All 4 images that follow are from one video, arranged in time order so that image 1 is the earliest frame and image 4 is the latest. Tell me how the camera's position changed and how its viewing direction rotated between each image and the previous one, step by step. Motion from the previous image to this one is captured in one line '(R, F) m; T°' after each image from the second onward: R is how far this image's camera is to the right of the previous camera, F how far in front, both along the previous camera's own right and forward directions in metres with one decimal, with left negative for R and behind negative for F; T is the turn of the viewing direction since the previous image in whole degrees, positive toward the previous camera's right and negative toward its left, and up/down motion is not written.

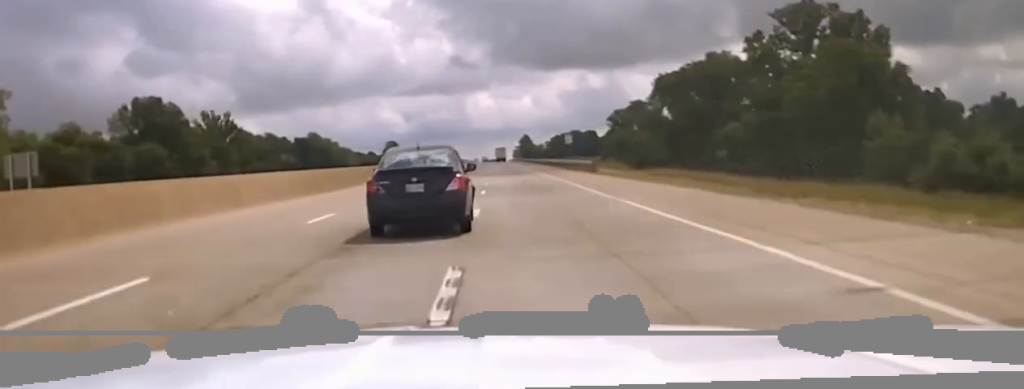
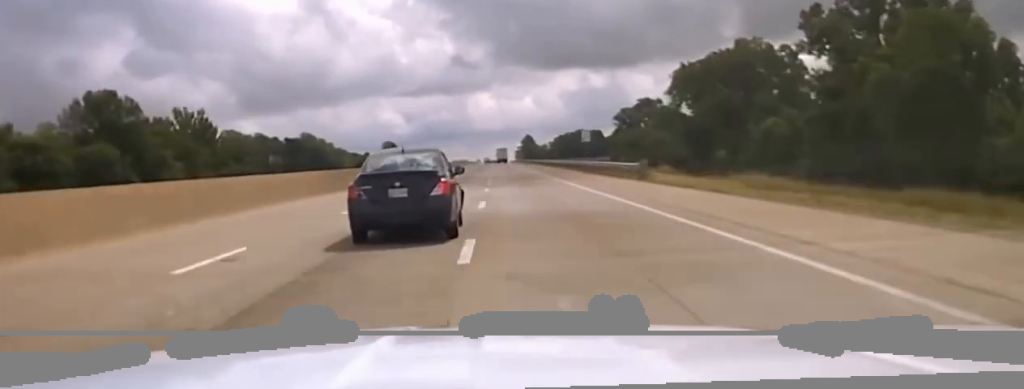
(-0.3, +23.7) m; 0°
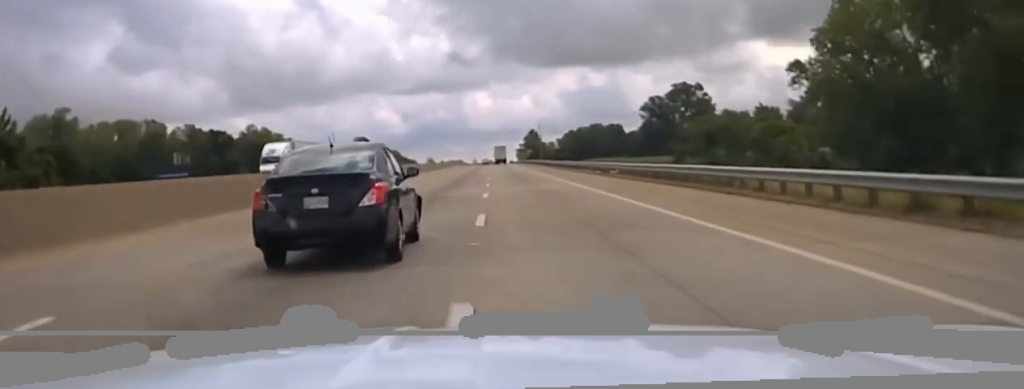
(0.0, +102.0) m; 0°
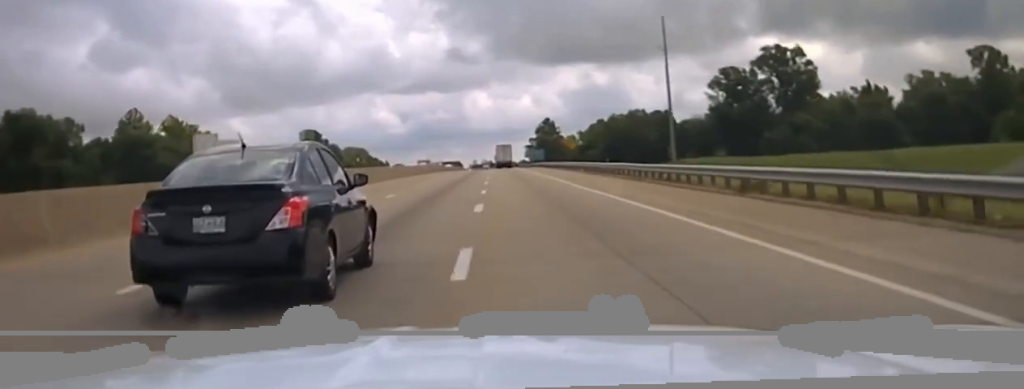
(+0.3, +113.1) m; 0°
